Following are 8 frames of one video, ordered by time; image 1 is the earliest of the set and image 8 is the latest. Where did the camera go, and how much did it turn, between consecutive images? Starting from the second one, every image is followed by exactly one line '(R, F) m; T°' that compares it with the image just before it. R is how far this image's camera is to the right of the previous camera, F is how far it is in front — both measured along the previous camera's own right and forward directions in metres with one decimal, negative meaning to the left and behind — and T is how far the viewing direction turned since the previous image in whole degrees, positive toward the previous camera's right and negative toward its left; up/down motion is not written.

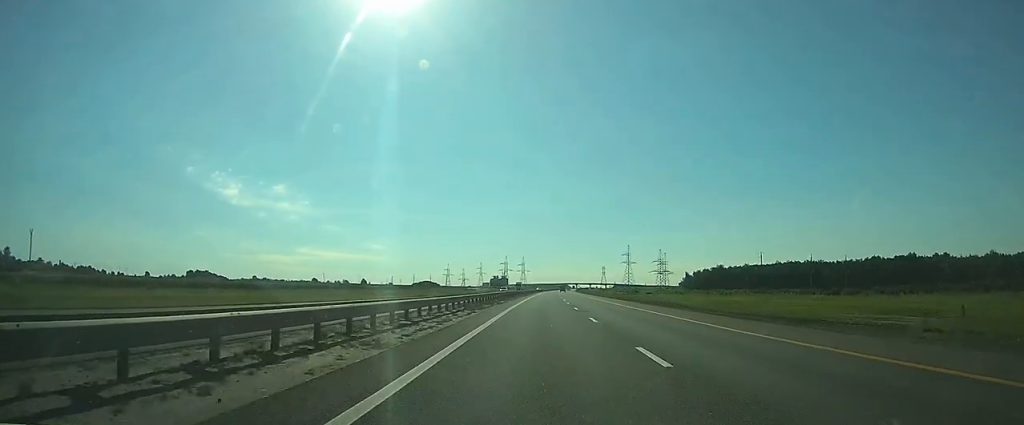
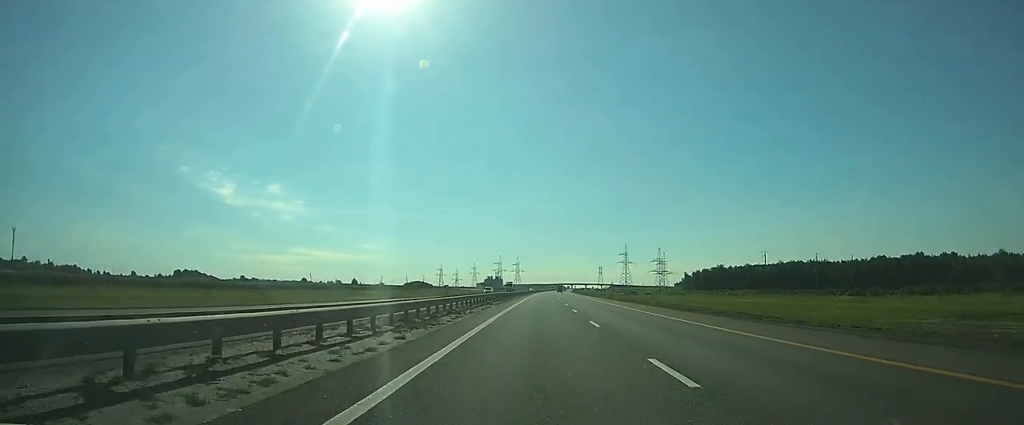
(+0.1, +13.6) m; 0°
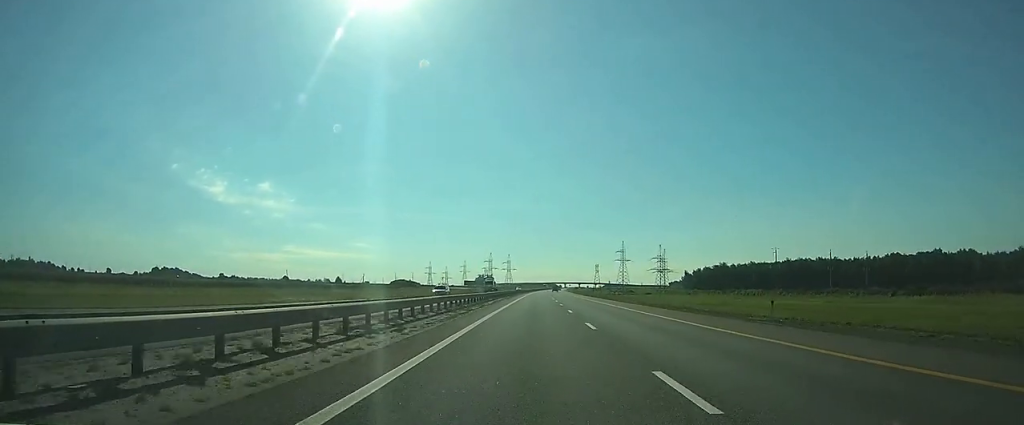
(0.0, +25.2) m; 0°
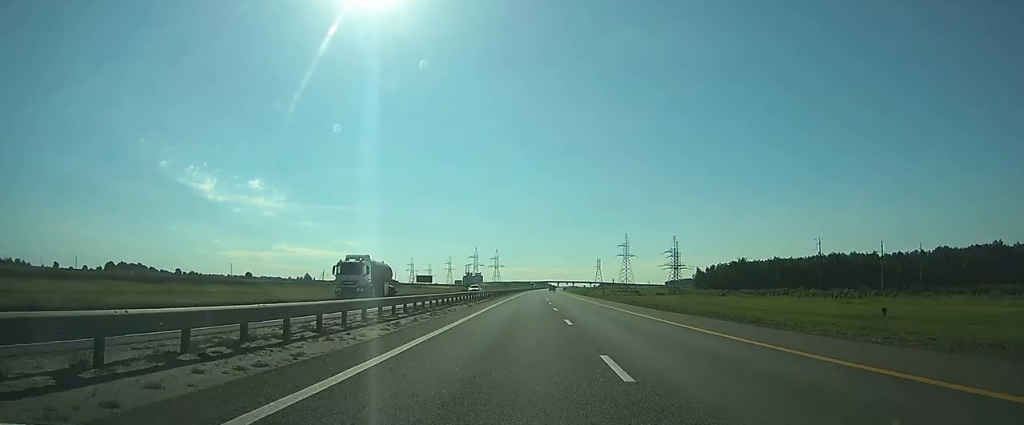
(+0.5, +56.9) m; +1°
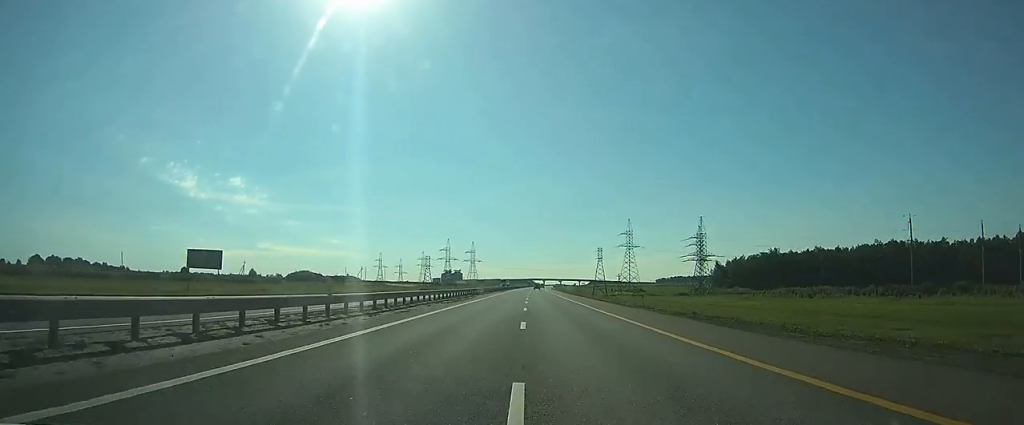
(+1.2, +74.0) m; +2°
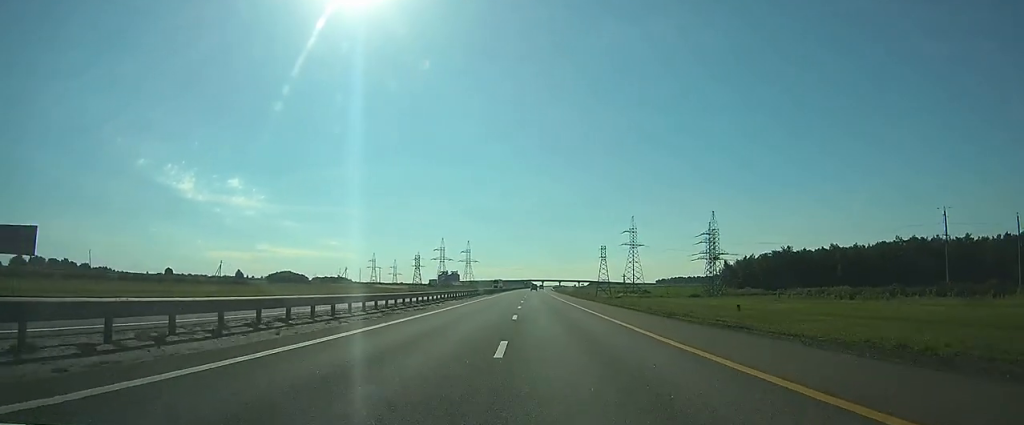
(0.0, +18.0) m; 0°
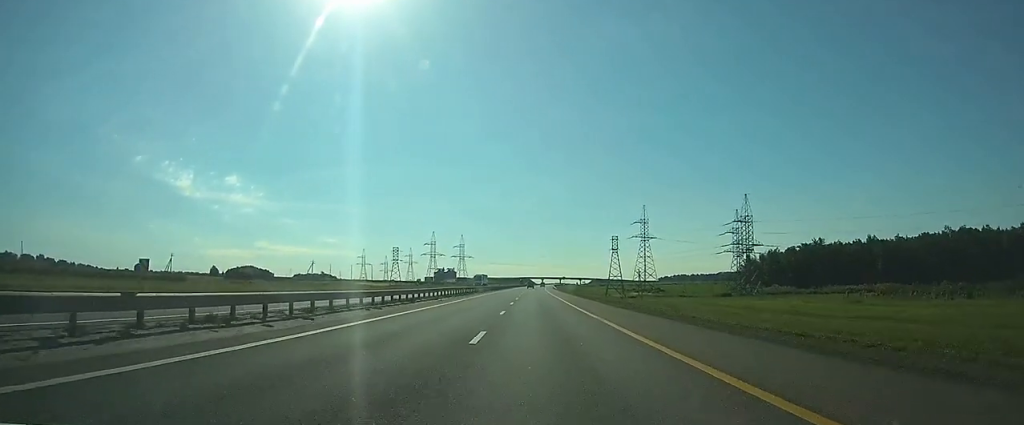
(+0.1, +33.8) m; 0°
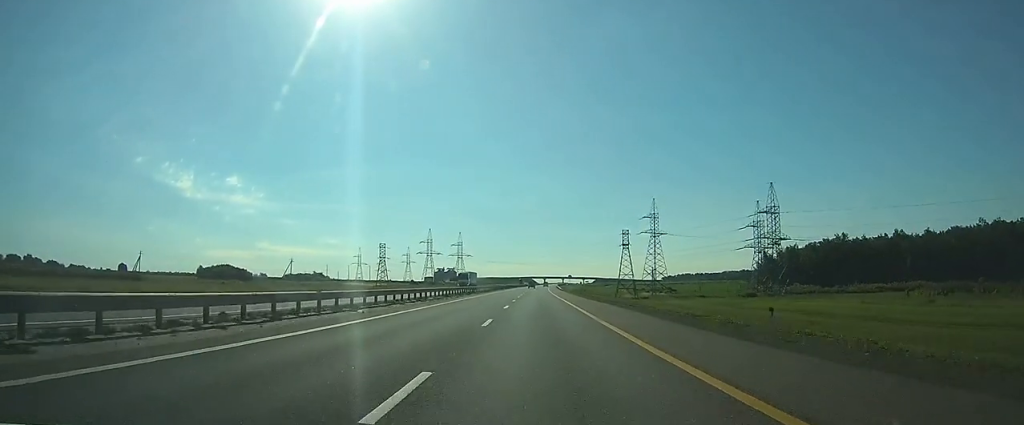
(+0.1, +18.9) m; 0°
